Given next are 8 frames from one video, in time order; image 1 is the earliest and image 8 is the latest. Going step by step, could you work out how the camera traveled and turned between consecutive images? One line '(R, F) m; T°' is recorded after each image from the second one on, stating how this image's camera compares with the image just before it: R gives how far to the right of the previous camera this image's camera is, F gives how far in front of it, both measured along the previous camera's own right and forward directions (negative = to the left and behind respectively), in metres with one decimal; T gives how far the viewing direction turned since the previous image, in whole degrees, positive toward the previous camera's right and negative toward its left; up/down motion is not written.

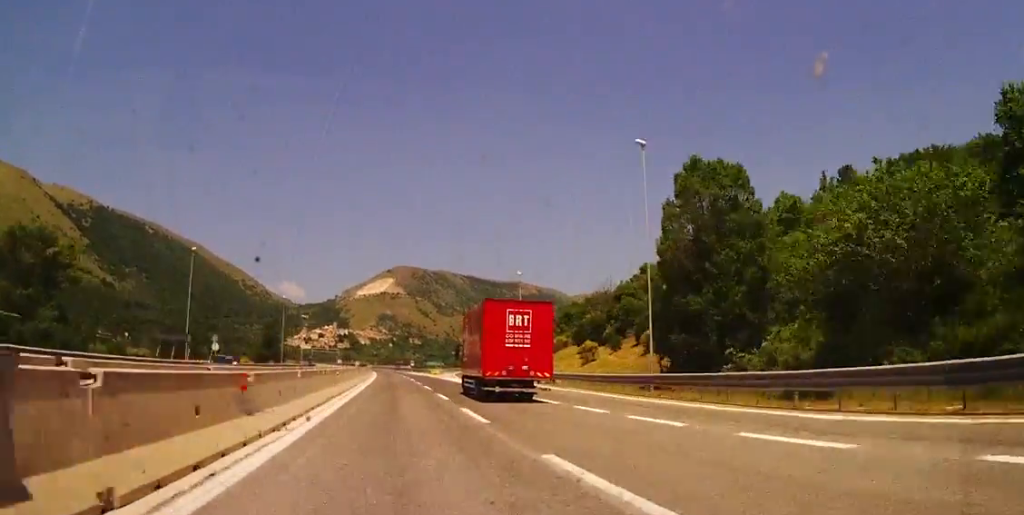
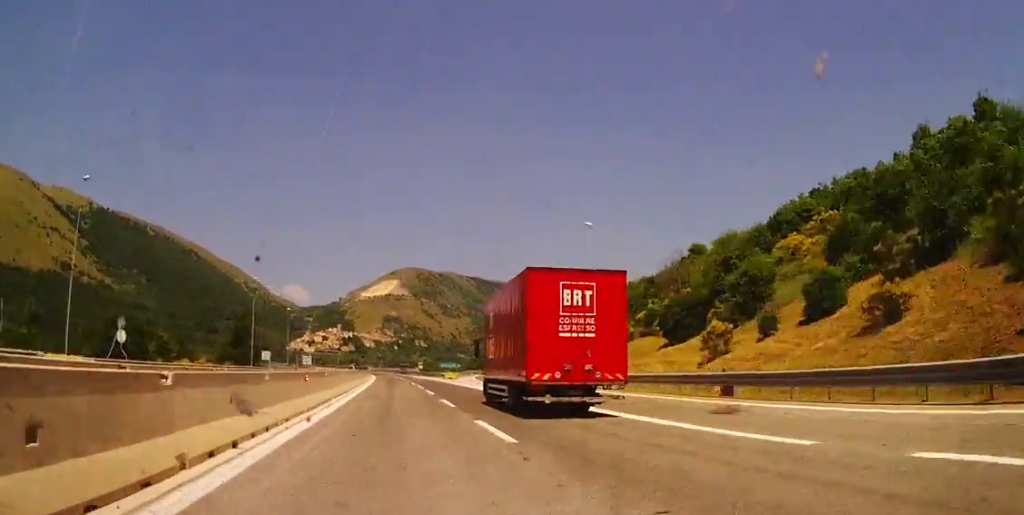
(-0.1, +28.8) m; 0°
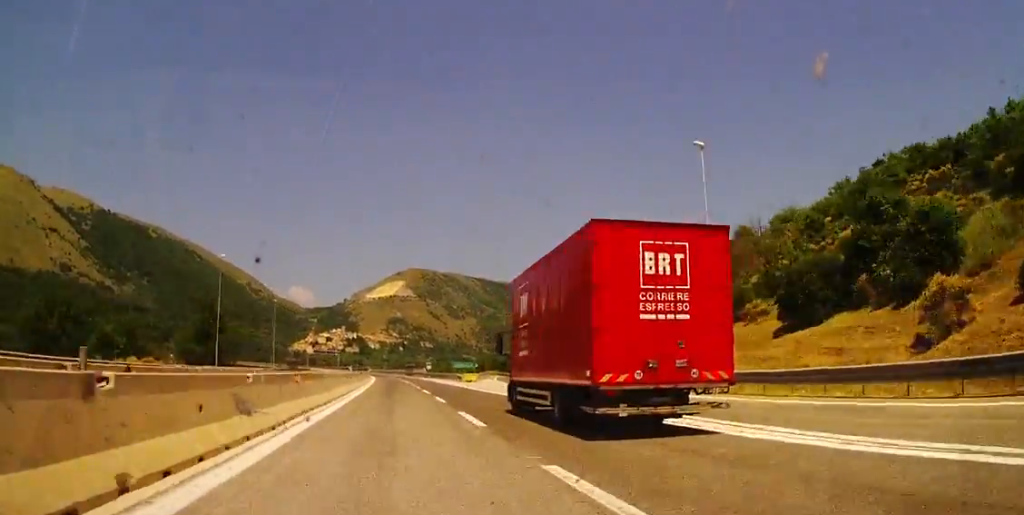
(+0.1, +20.3) m; 0°
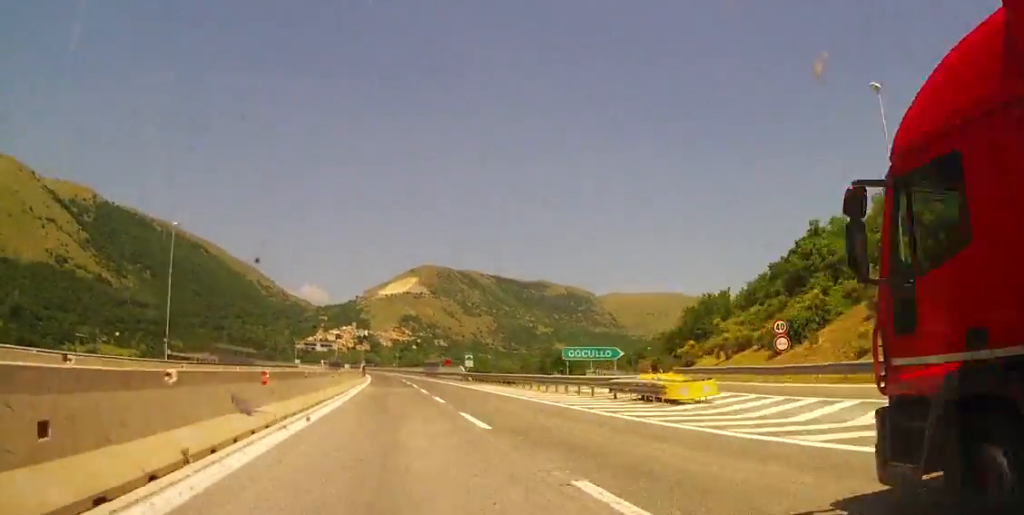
(-0.3, +60.5) m; -1°
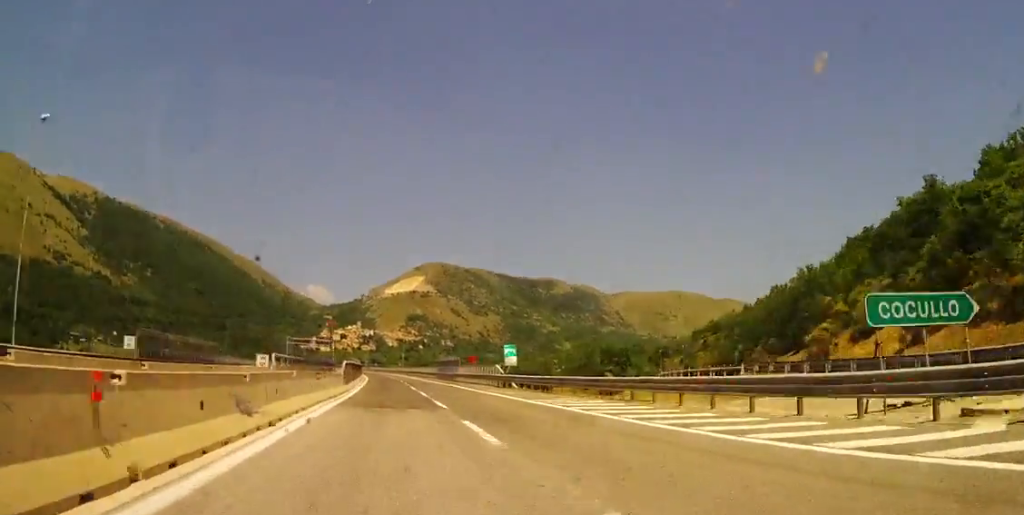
(-0.3, +26.0) m; -1°
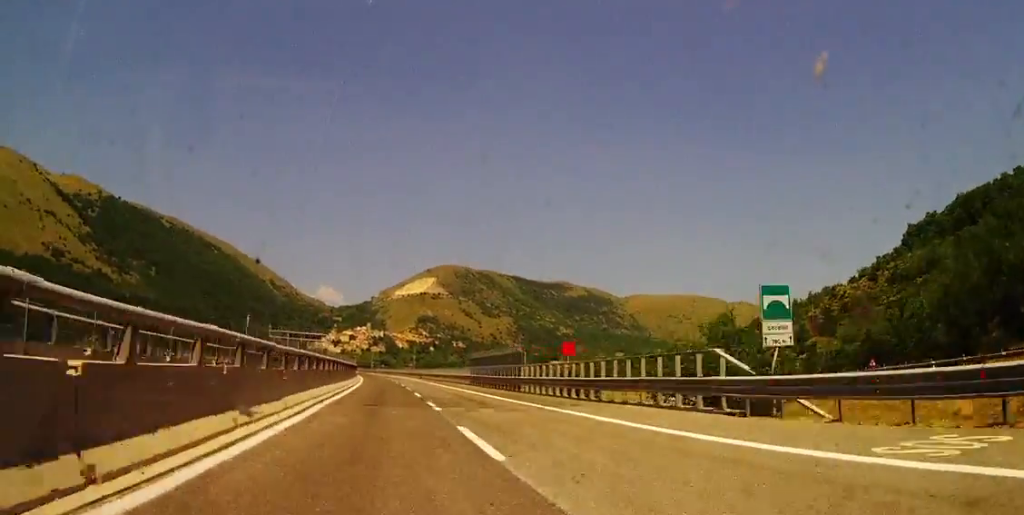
(-0.5, +37.9) m; -1°
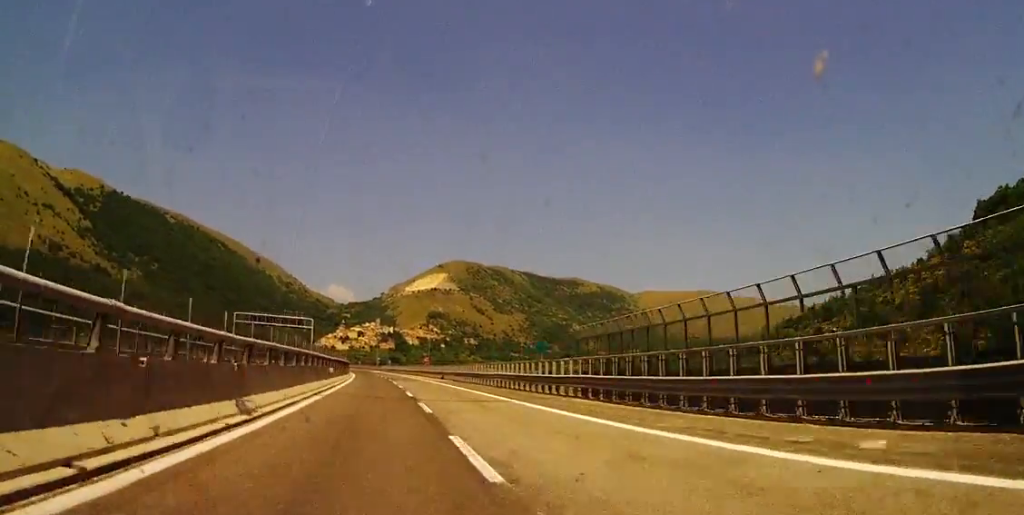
(0.0, +39.0) m; 0°
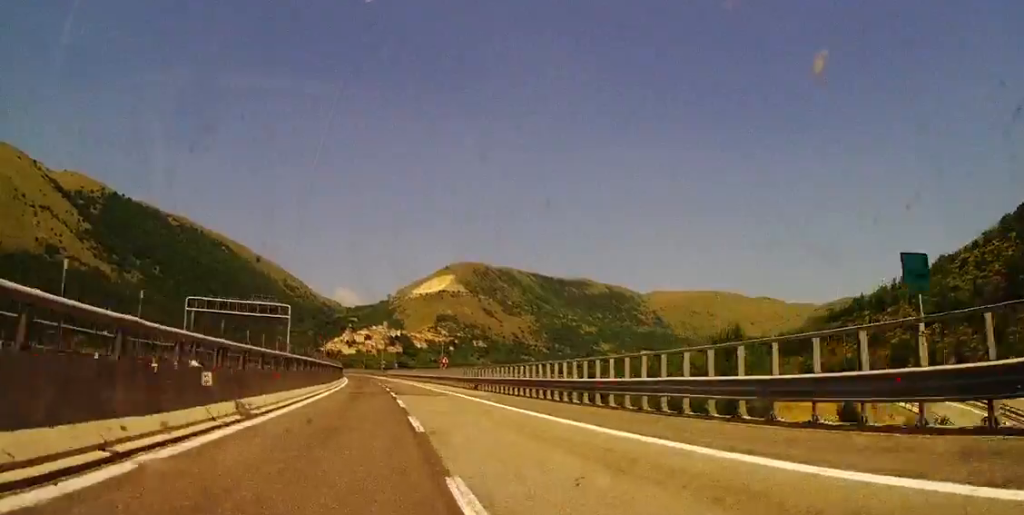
(0.0, +28.3) m; 0°
